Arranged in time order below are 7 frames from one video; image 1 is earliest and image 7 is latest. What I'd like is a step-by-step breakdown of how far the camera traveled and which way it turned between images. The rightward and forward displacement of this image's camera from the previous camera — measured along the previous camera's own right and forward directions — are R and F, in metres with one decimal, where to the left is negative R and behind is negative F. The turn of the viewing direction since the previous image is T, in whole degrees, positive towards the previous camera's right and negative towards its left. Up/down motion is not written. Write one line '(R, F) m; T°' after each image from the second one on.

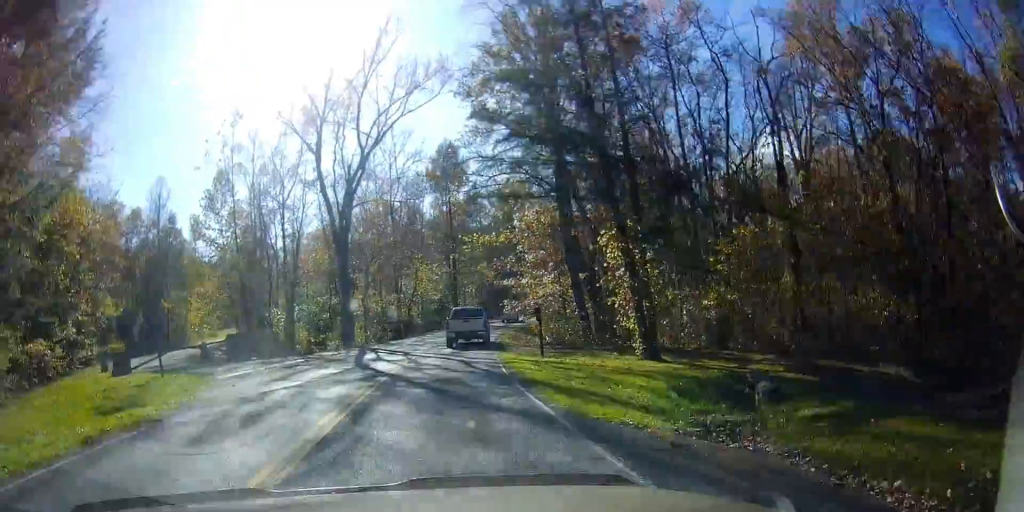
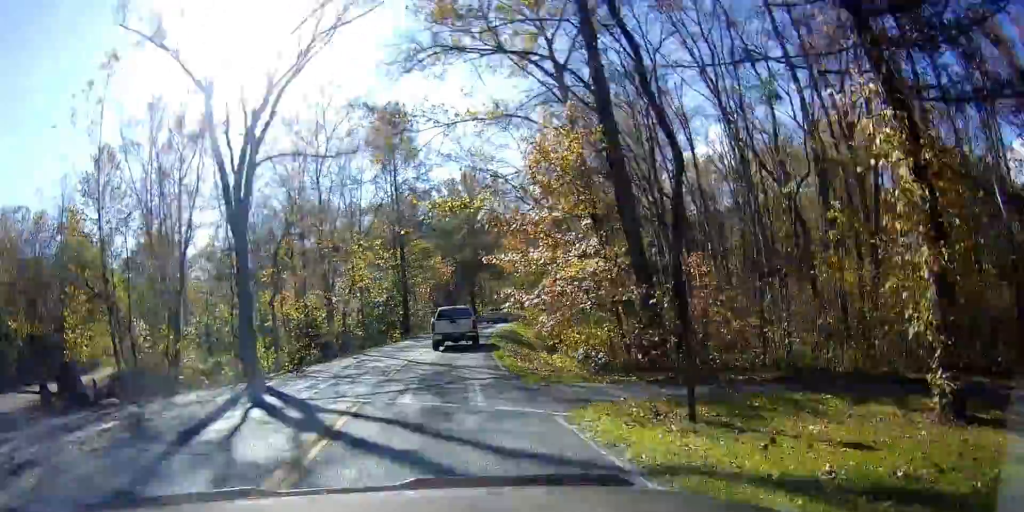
(0.0, +15.0) m; -1°
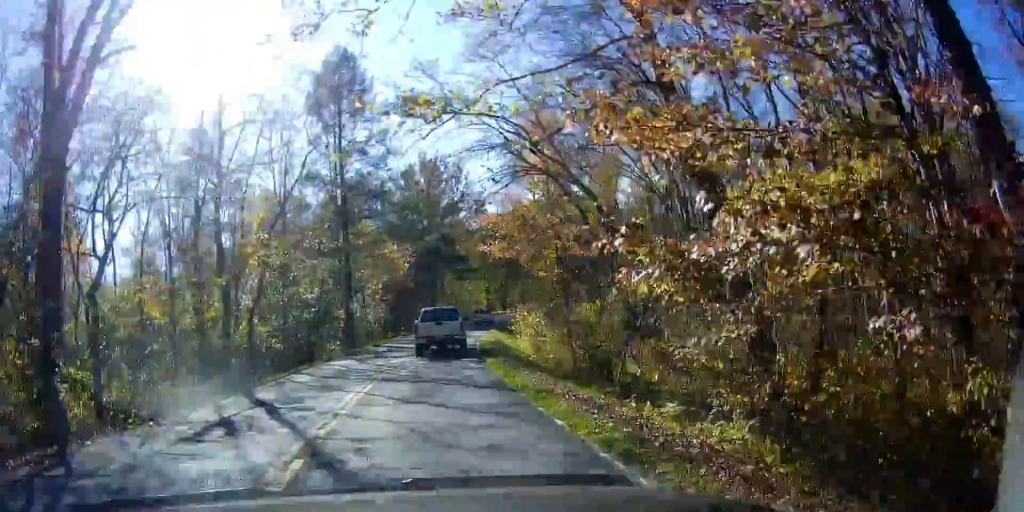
(-0.2, +14.7) m; +4°
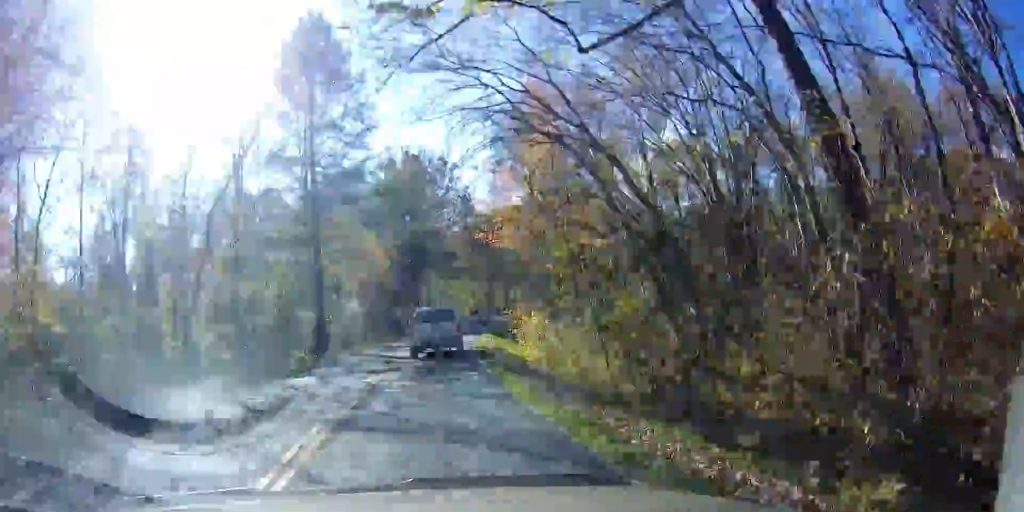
(+0.5, +6.3) m; +2°
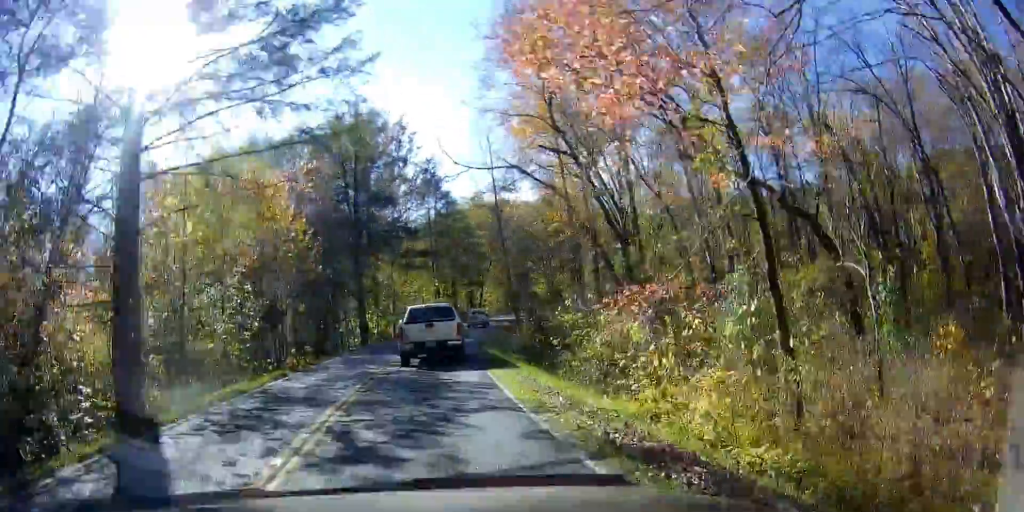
(+1.0, +21.7) m; +7°
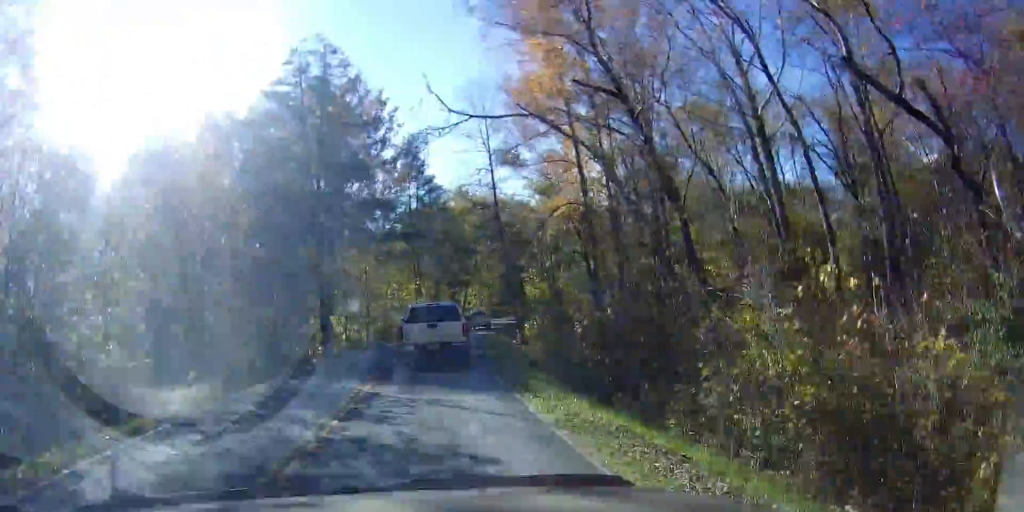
(+0.8, +10.0) m; +2°
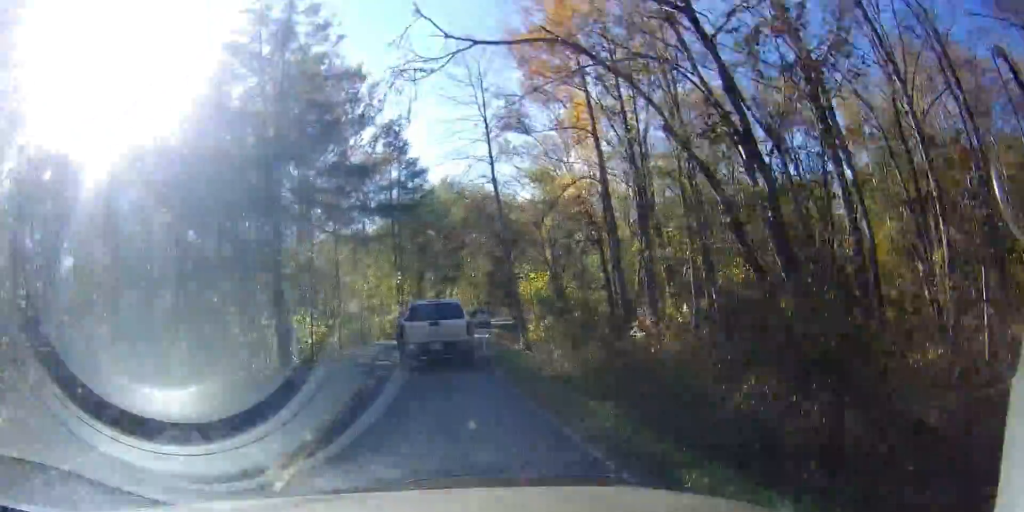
(+0.2, +7.9) m; +2°
